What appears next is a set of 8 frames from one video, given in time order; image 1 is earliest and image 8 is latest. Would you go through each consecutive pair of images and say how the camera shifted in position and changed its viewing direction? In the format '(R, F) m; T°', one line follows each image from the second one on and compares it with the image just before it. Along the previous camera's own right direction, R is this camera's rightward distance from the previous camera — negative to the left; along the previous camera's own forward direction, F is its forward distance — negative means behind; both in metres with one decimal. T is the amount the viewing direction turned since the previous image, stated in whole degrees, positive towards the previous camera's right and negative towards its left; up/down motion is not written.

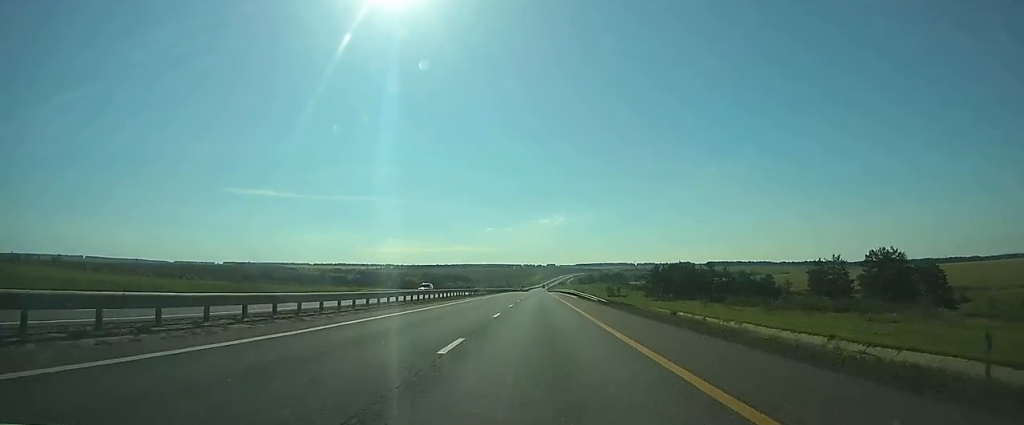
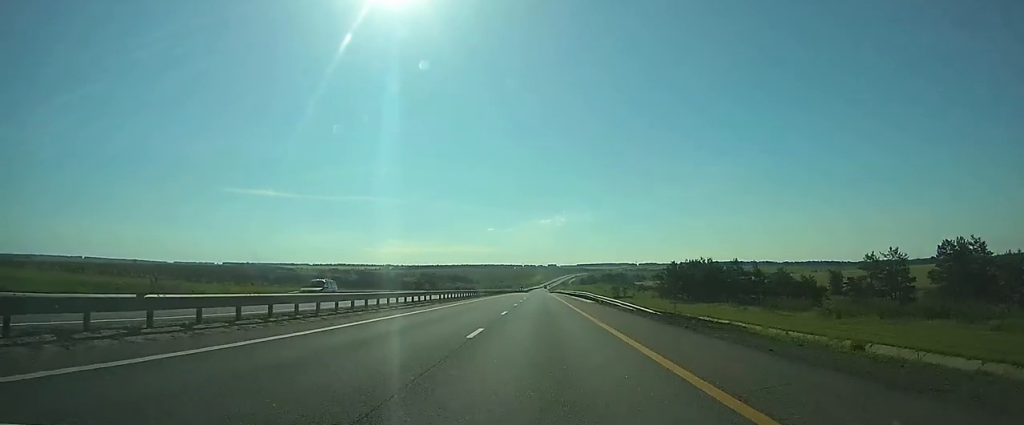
(0.0, +20.1) m; 0°
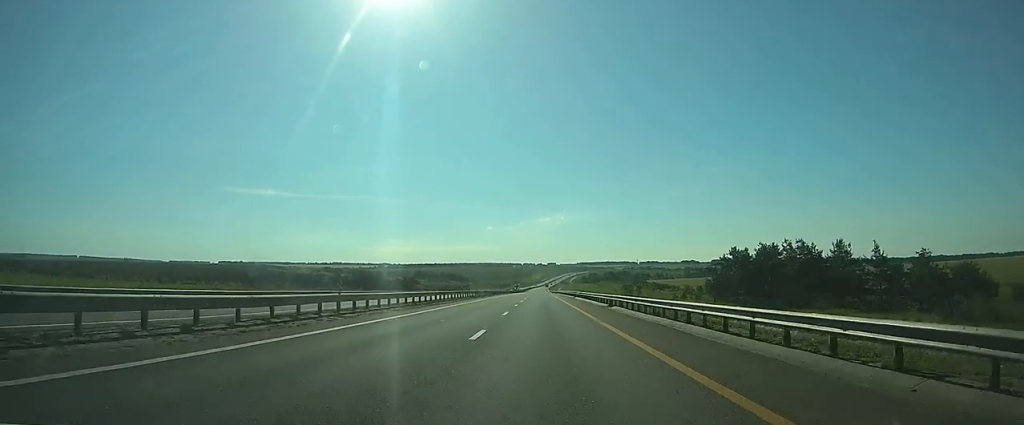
(-0.1, +47.6) m; 0°
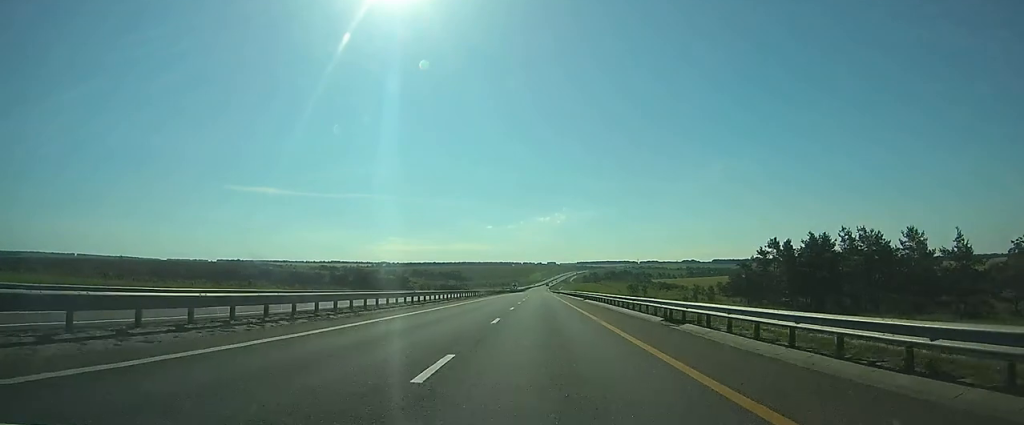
(0.0, +17.9) m; 0°
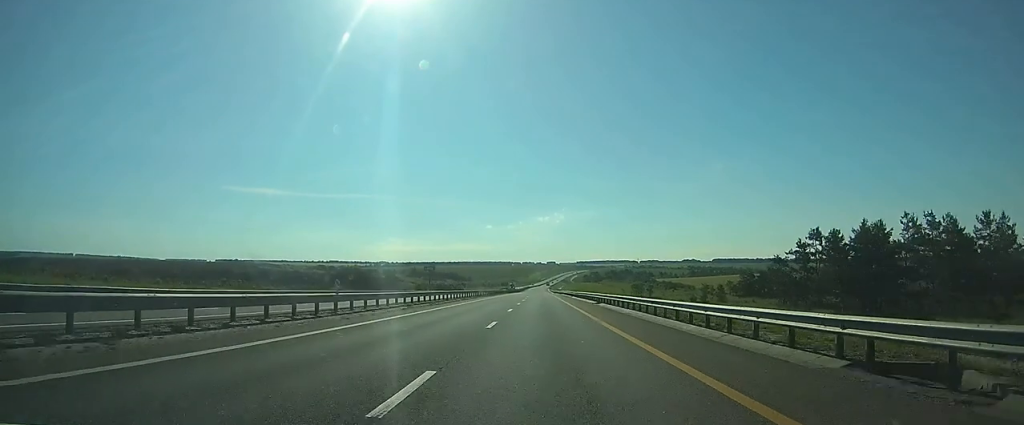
(0.0, +13.7) m; 0°
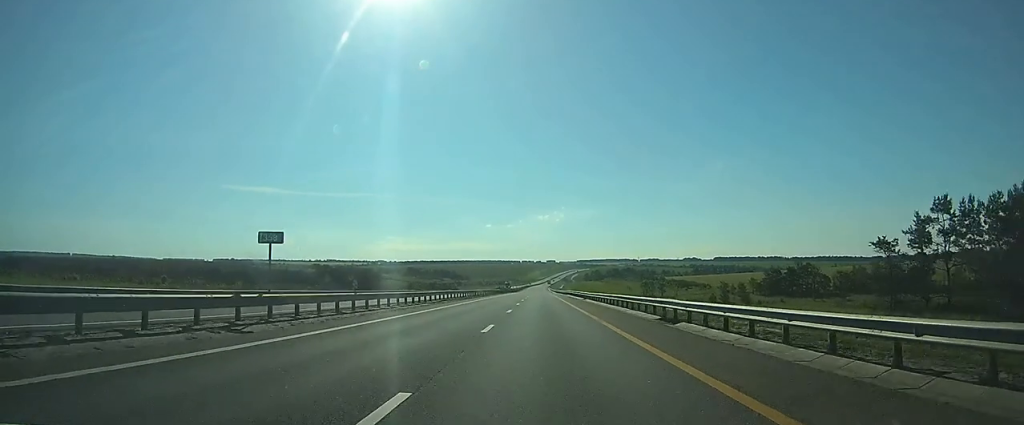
(0.0, +25.2) m; 0°
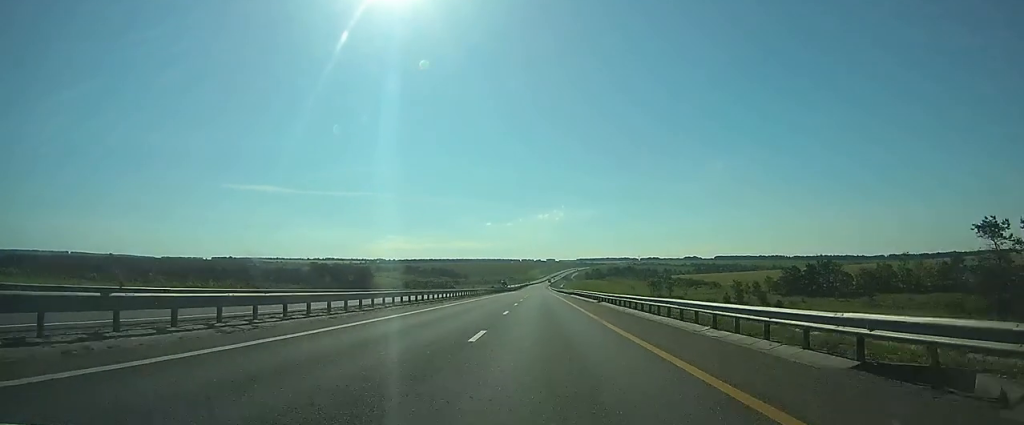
(0.0, +14.7) m; 0°
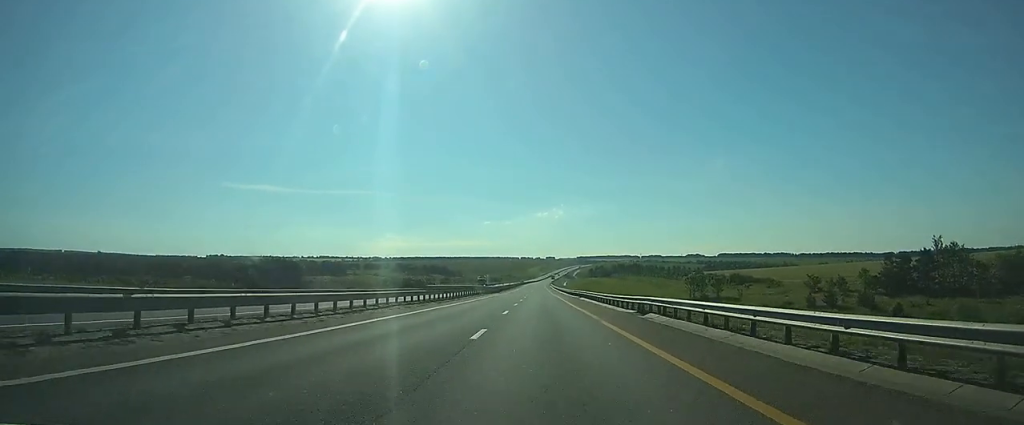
(+0.1, +58.7) m; 0°
